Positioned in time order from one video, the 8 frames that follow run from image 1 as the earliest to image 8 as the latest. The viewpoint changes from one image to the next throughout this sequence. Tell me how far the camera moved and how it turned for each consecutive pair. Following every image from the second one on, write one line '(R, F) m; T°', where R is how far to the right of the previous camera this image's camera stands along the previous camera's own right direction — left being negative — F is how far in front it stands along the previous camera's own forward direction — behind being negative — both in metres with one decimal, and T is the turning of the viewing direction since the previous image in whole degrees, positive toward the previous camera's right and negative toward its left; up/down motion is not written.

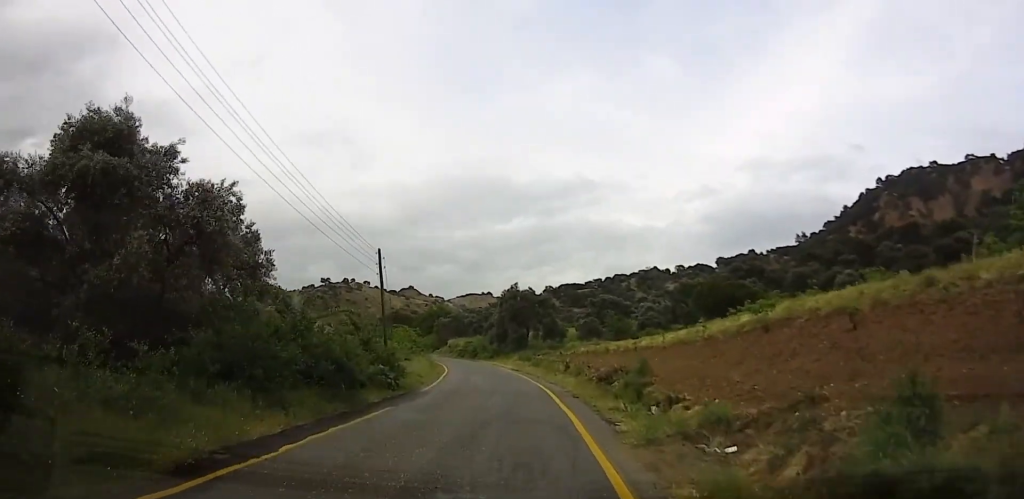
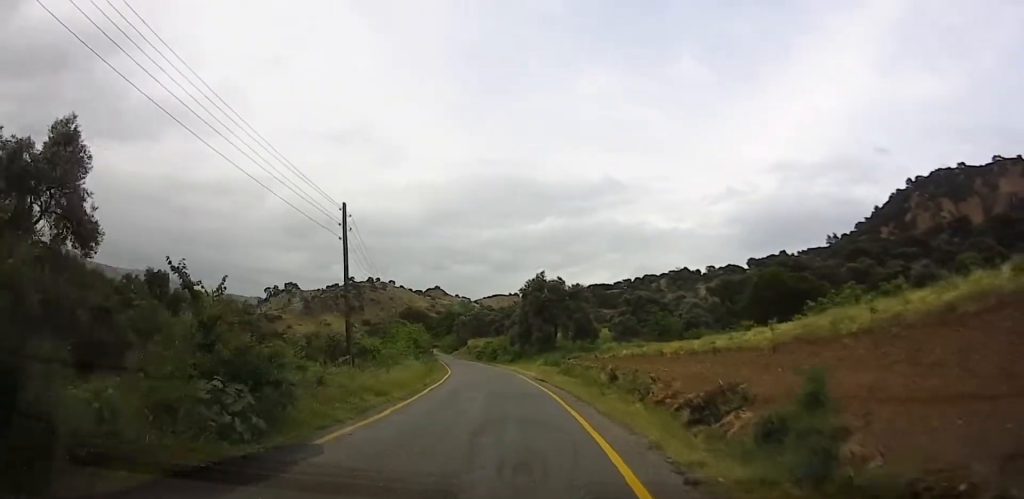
(+0.3, +10.2) m; -3°
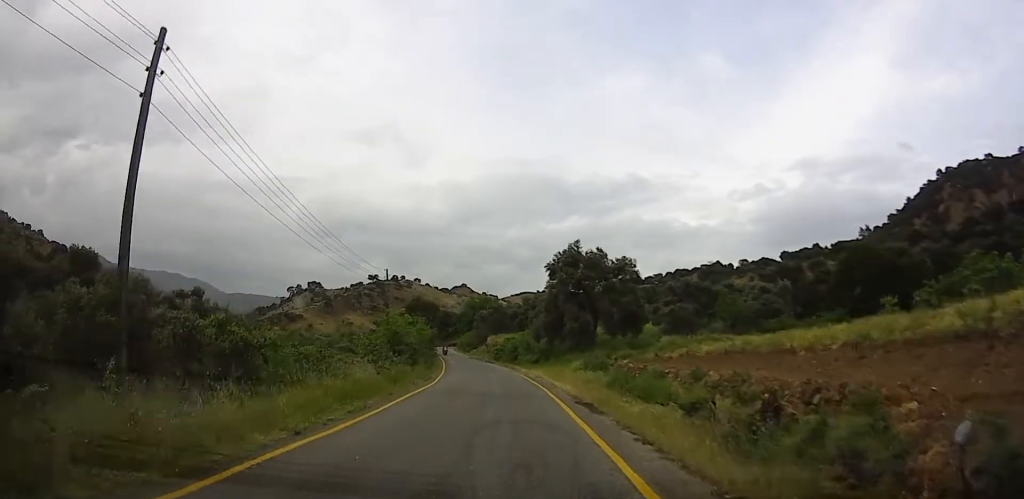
(-1.2, +13.1) m; -6°
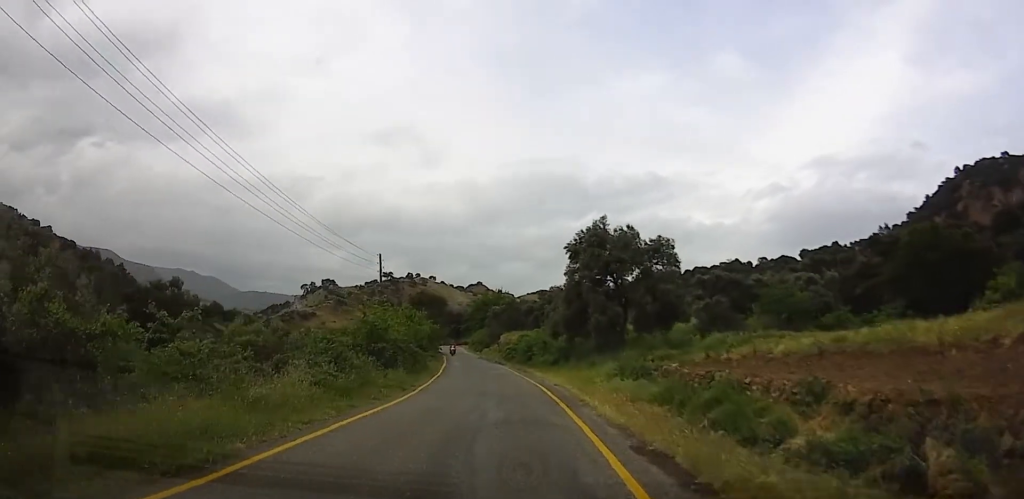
(0.0, +6.4) m; 0°
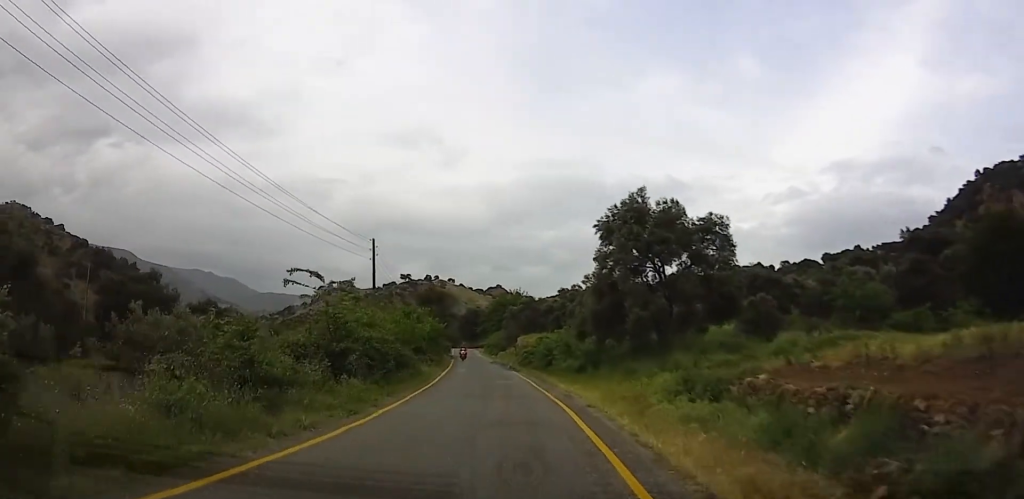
(0.0, +6.1) m; 0°
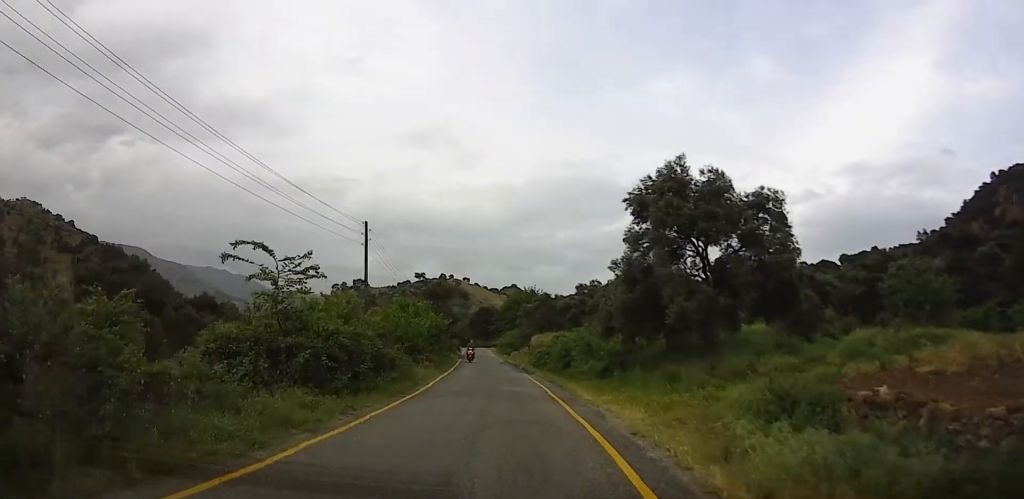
(0.0, +4.5) m; 0°
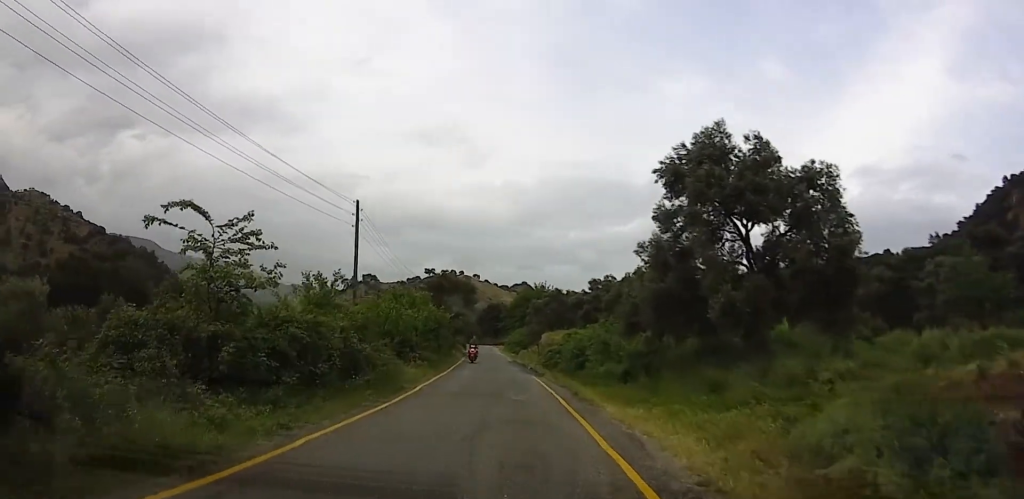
(0.0, +3.4) m; -1°
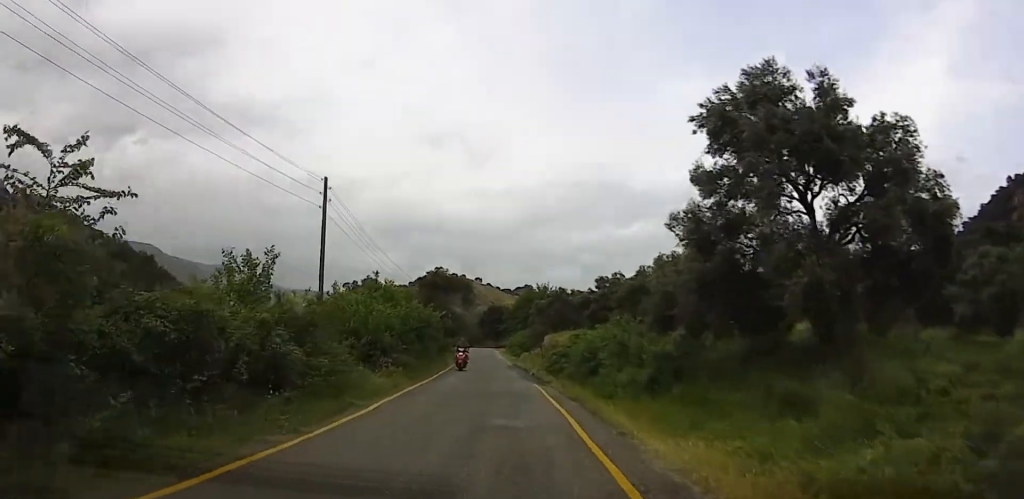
(+0.1, +4.4) m; -2°
